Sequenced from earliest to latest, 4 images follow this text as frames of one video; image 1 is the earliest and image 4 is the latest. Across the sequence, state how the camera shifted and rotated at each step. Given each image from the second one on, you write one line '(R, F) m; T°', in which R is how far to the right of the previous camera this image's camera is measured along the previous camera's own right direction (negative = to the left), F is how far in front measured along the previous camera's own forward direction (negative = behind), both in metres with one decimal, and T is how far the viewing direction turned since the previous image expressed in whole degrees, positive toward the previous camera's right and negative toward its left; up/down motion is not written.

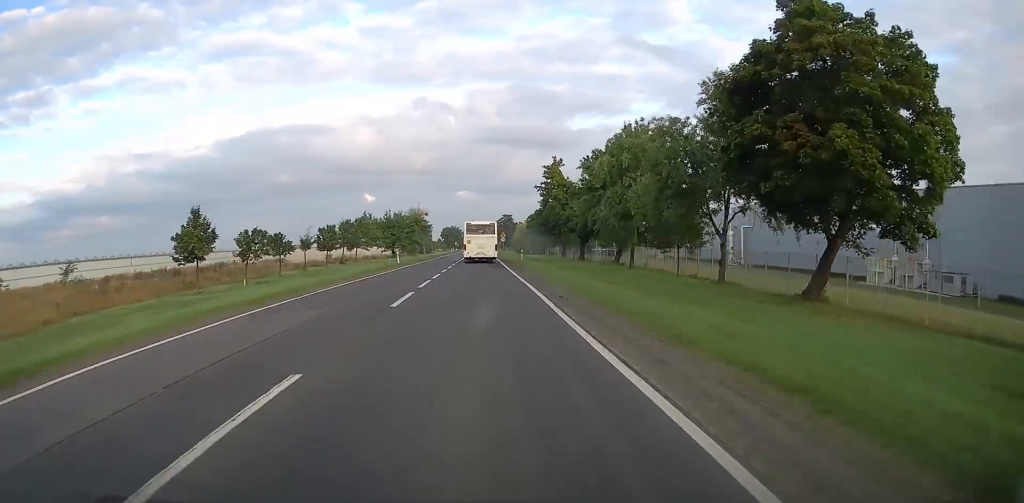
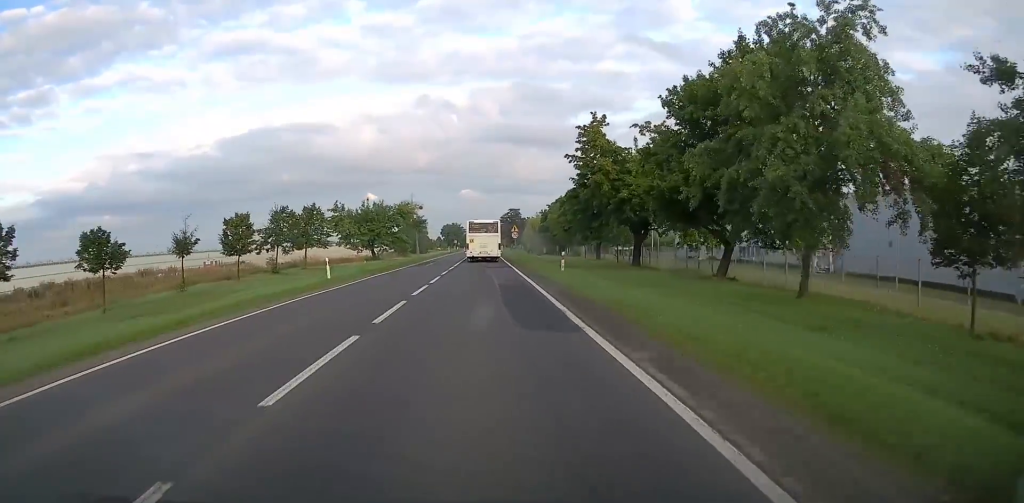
(-0.2, +27.2) m; 0°
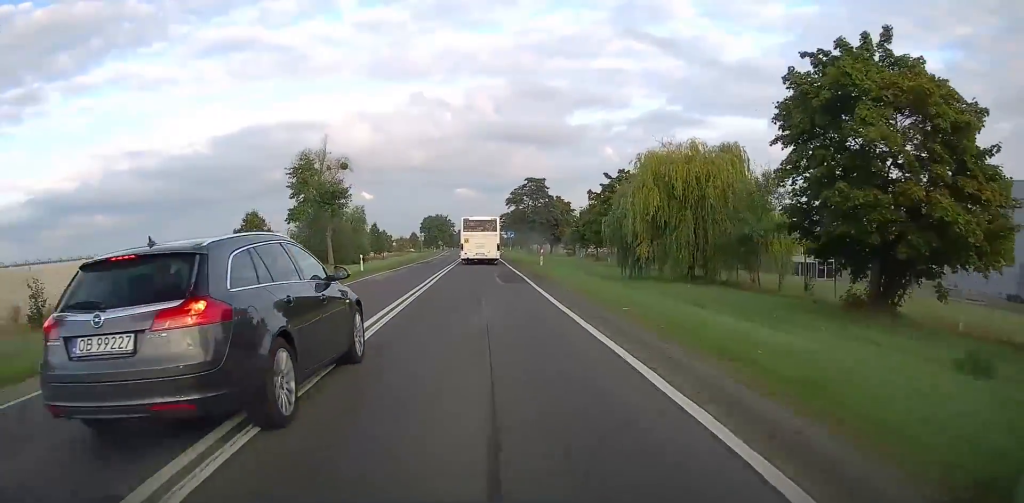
(-0.2, +91.0) m; 0°
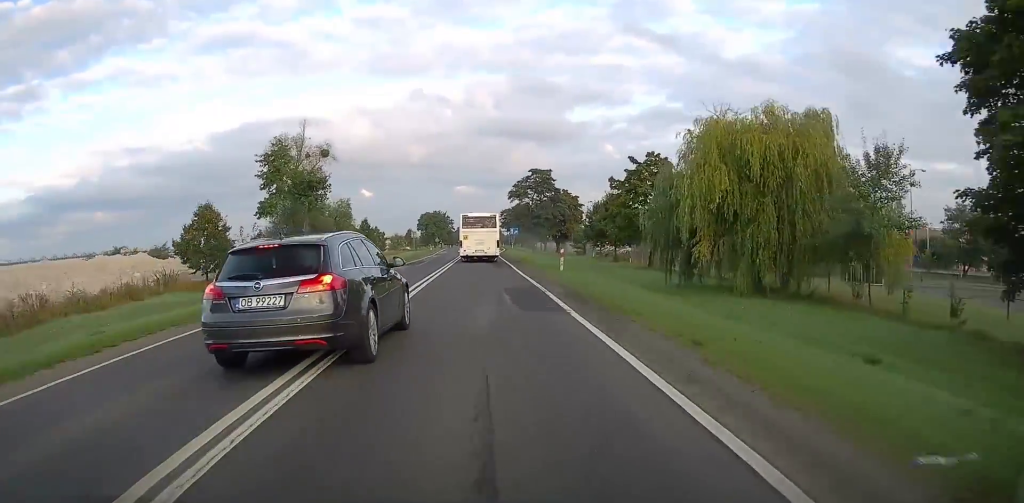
(0.0, +9.8) m; 0°
